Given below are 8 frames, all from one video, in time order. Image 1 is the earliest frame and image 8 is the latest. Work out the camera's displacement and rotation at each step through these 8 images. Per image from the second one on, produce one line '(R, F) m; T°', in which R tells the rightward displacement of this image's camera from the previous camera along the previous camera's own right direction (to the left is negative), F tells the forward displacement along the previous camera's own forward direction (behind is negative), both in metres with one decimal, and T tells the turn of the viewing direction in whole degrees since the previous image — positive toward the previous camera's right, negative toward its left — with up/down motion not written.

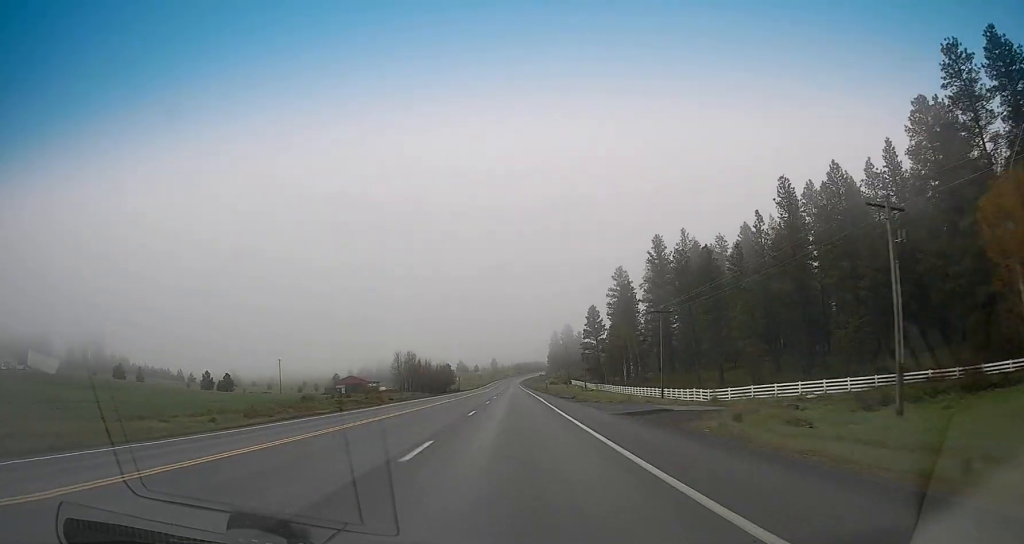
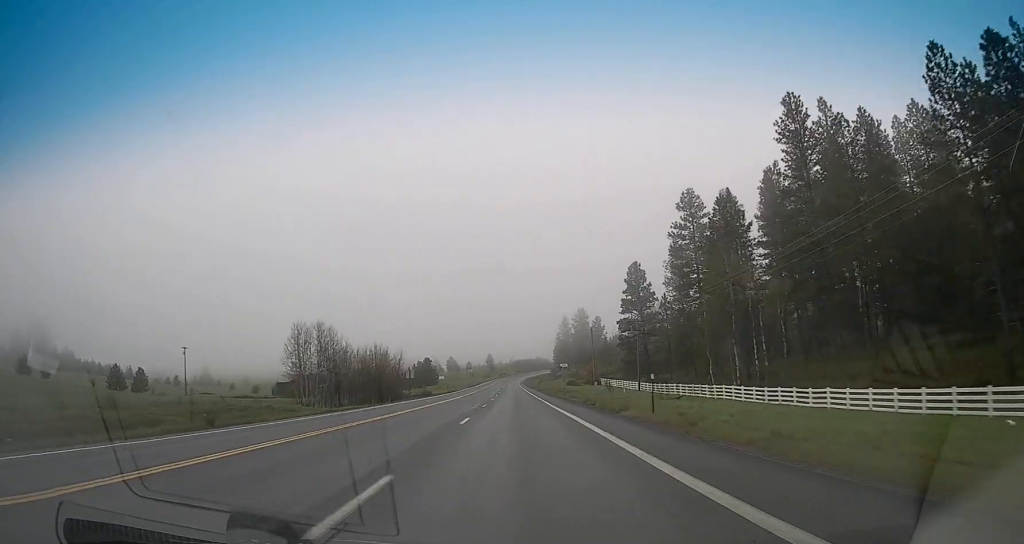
(-1.1, +66.4) m; -1°
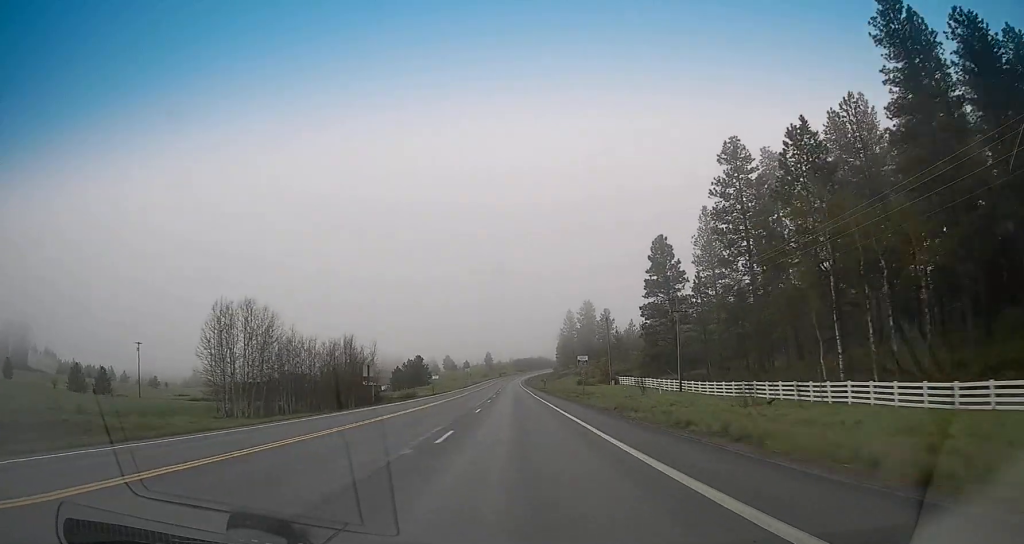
(+0.4, +21.6) m; +1°
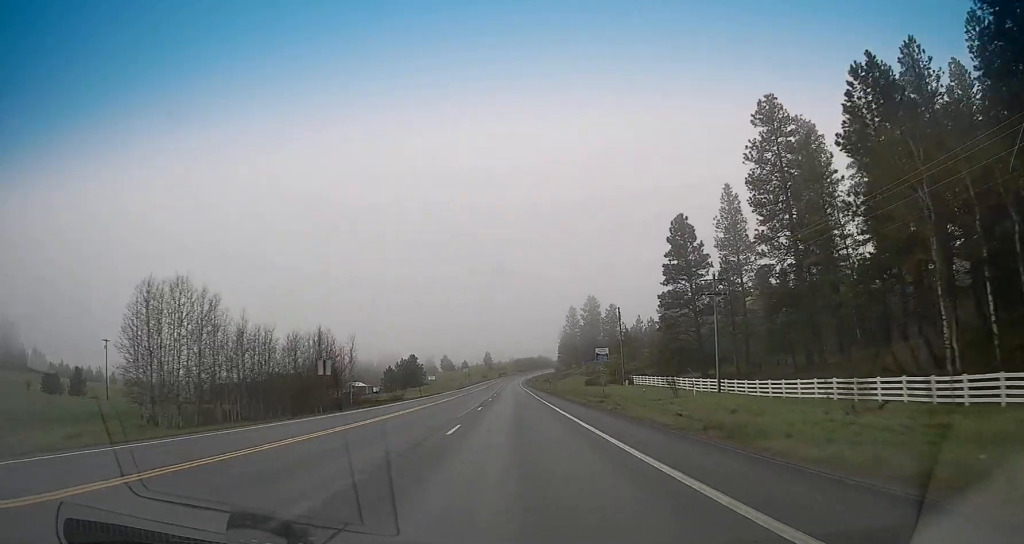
(0.0, +12.6) m; 0°
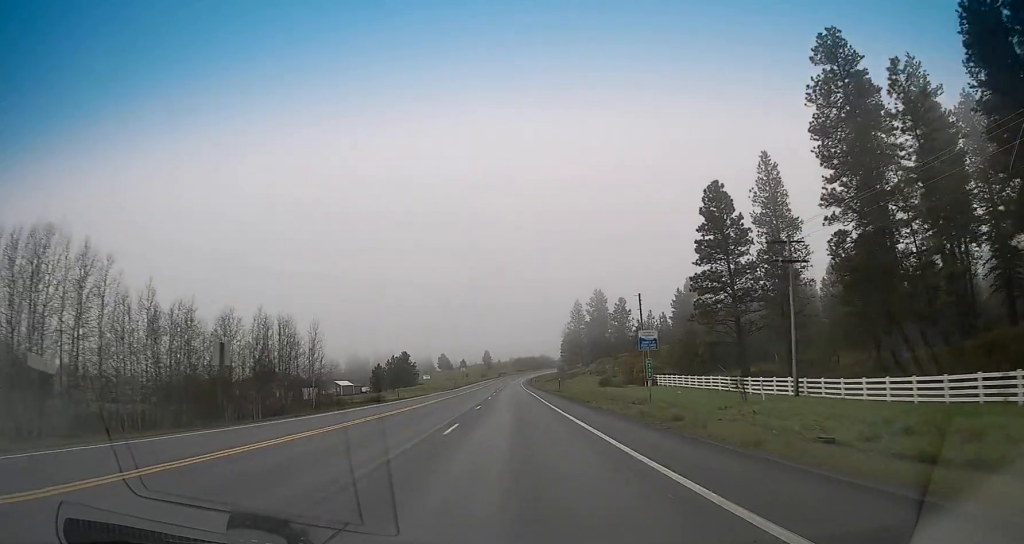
(0.0, +15.3) m; 0°
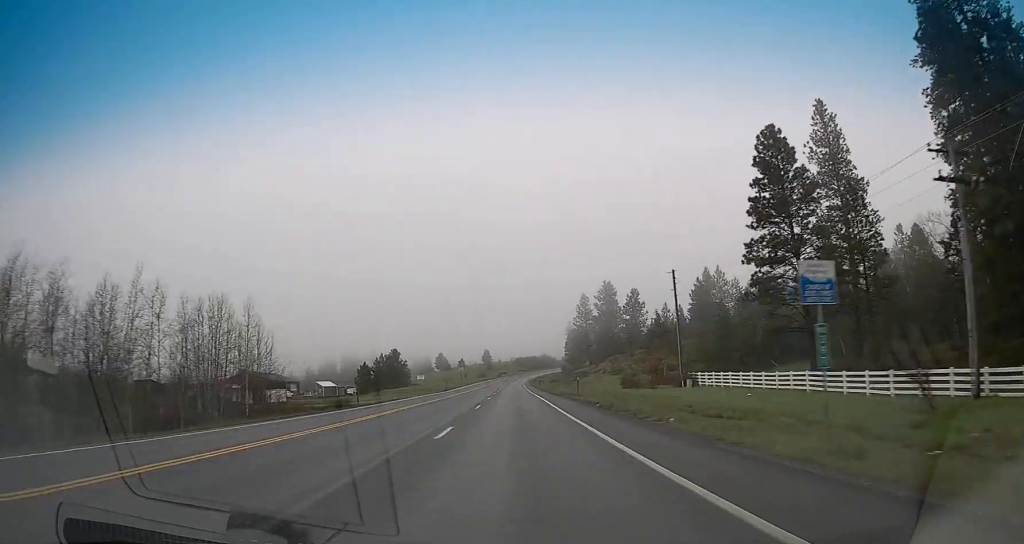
(0.0, +17.1) m; -1°
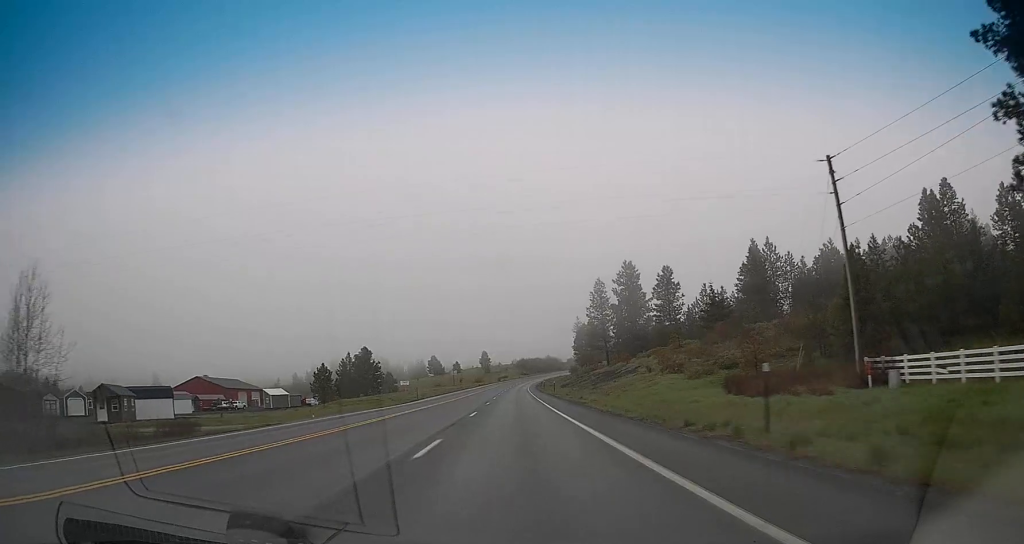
(-0.9, +34.2) m; 0°
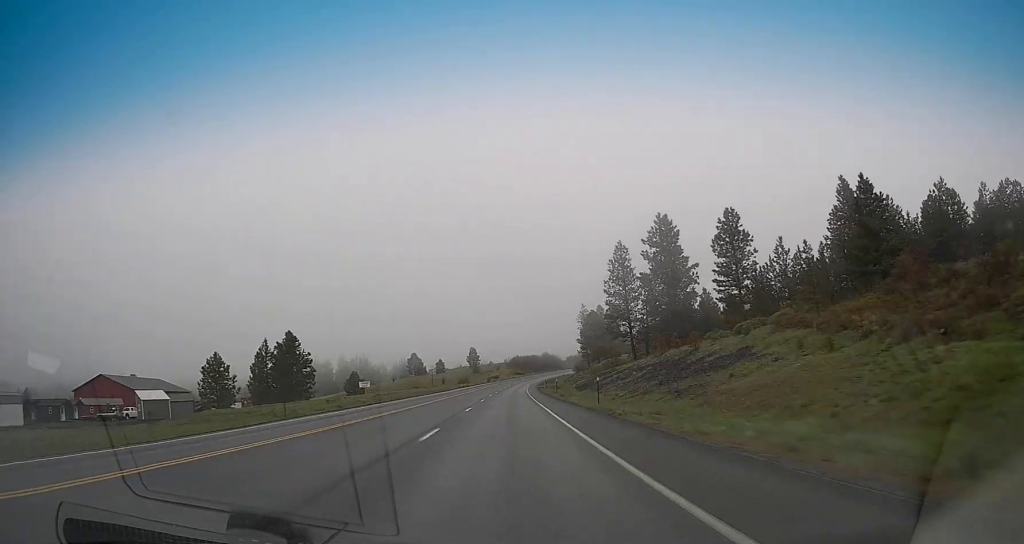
(+1.3, +42.0) m; +2°
